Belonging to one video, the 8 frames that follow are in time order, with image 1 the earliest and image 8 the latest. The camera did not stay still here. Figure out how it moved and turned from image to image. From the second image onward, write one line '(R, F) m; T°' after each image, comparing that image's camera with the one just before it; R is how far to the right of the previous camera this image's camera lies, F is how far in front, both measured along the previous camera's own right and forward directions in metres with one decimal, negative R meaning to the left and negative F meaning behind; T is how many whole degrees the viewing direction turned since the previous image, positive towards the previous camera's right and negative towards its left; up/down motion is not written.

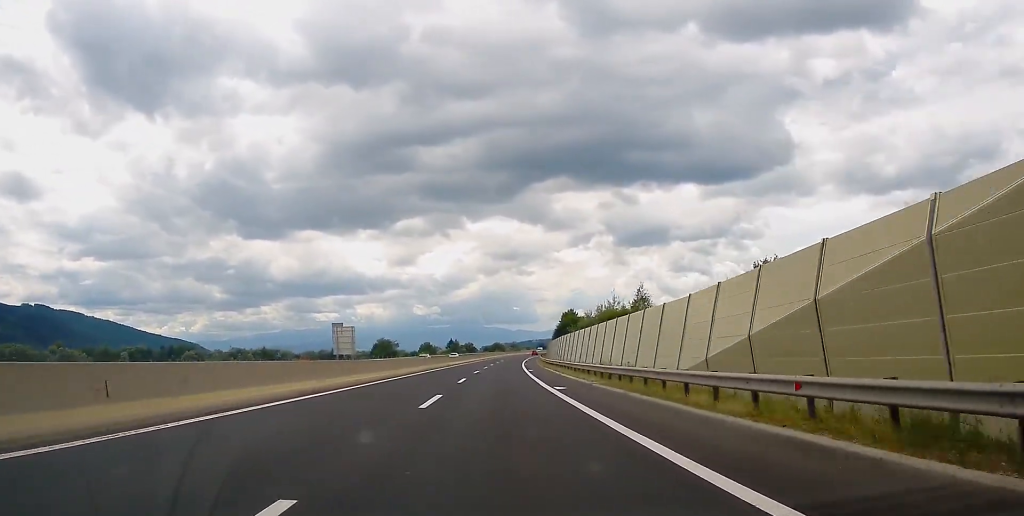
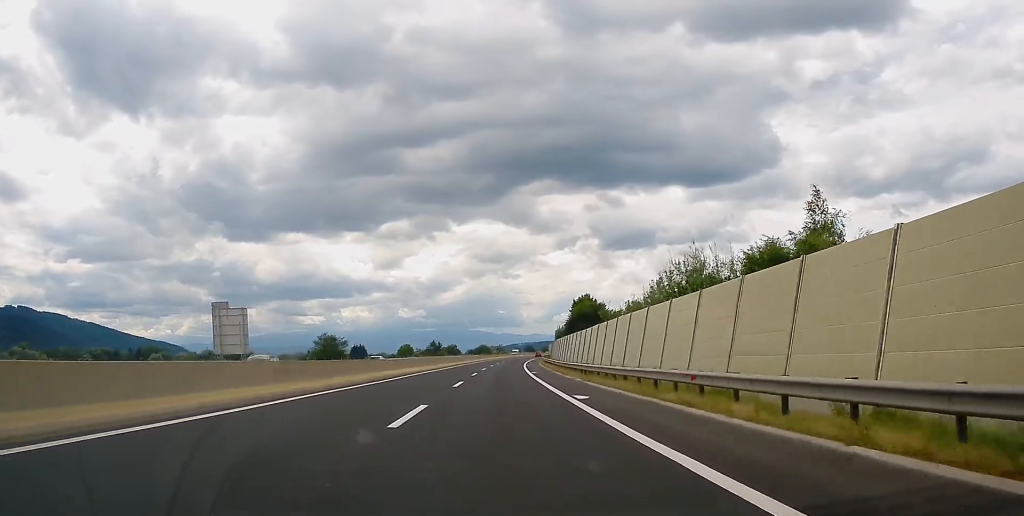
(0.0, +41.6) m; +1°
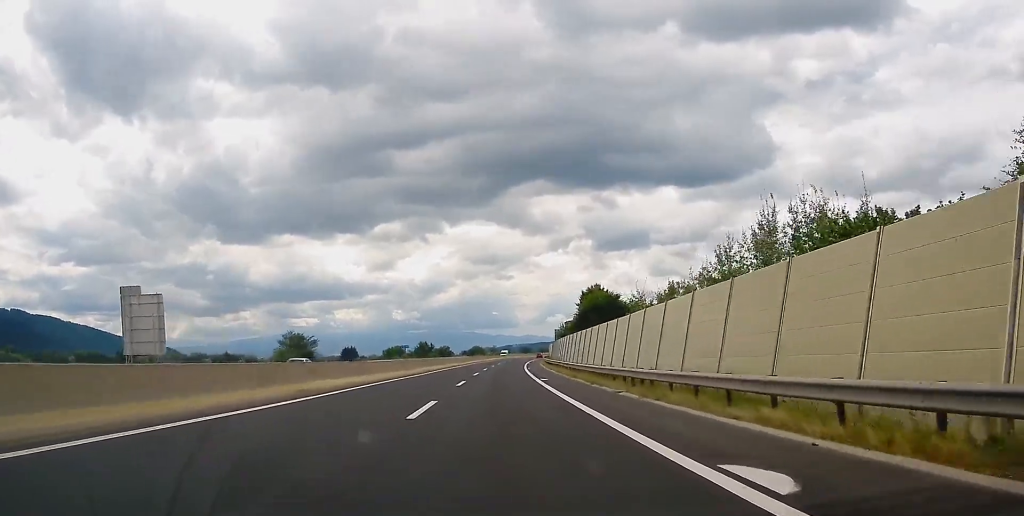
(-0.2, +15.6) m; +1°
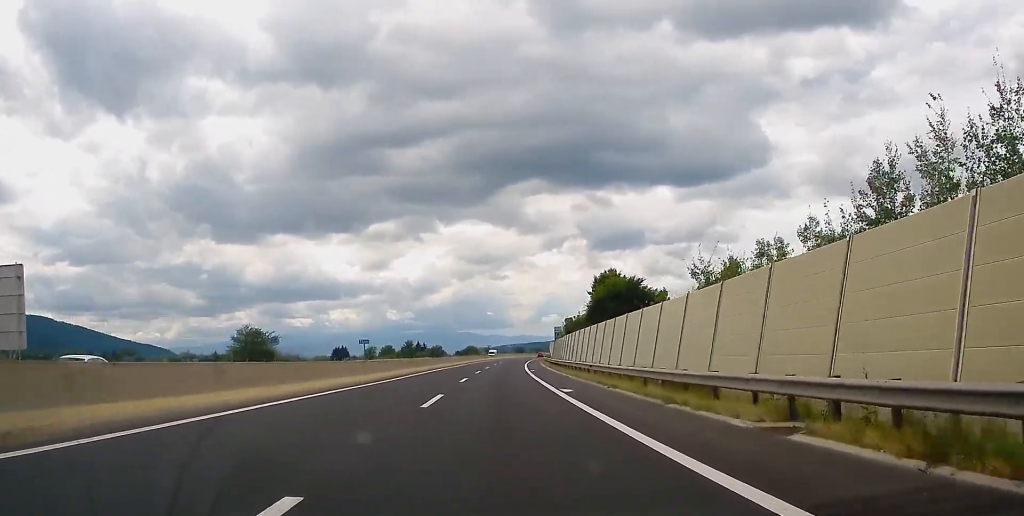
(+0.3, +14.9) m; 0°
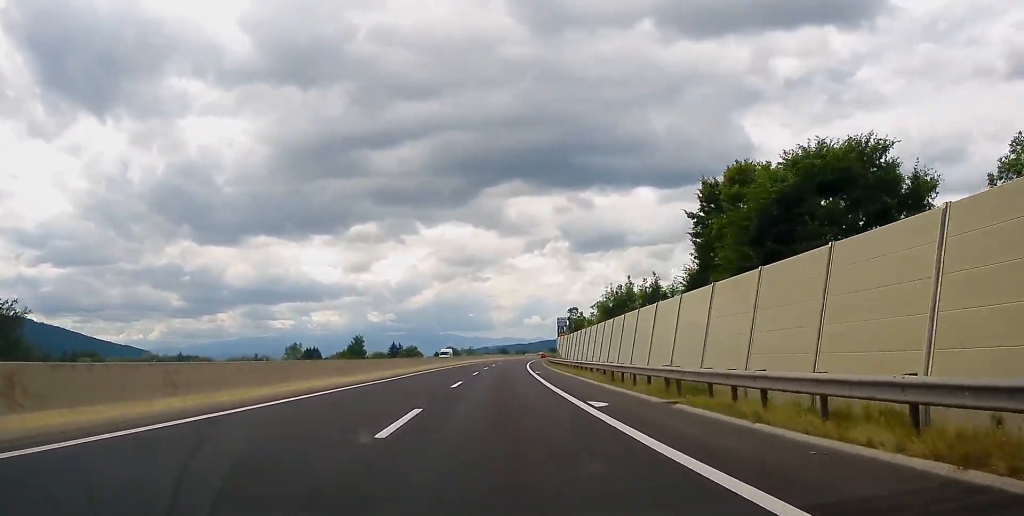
(+0.4, +42.9) m; +1°
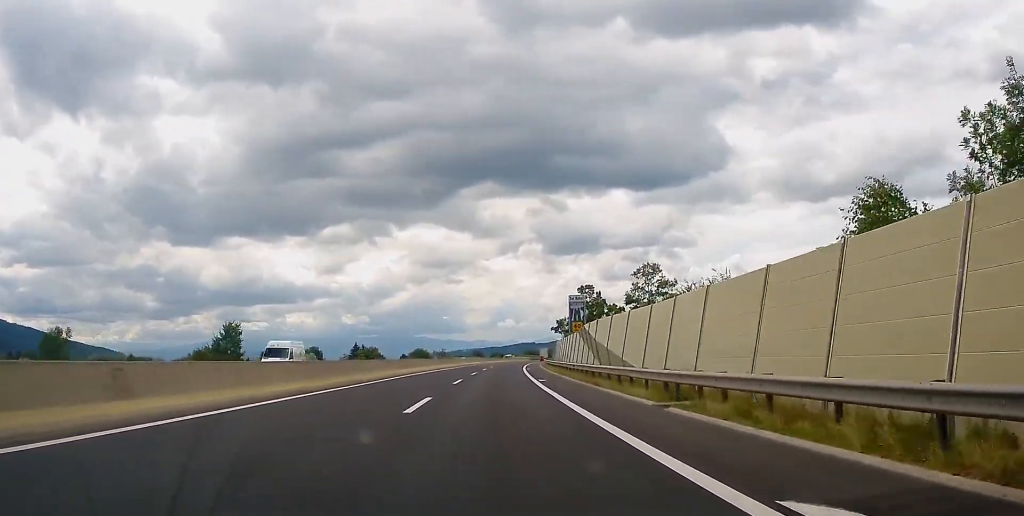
(+0.4, +48.8) m; +2°
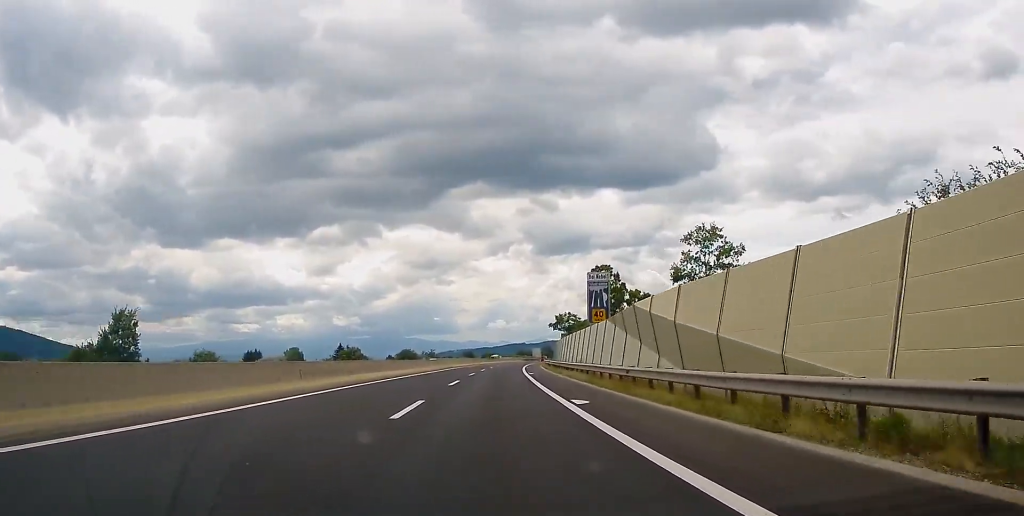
(+0.2, +19.5) m; +1°
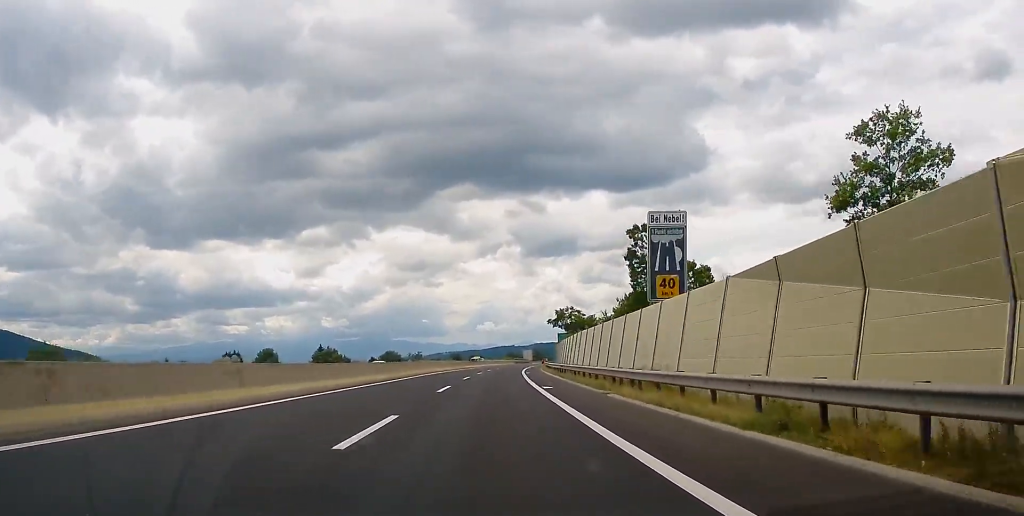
(+0.1, +22.9) m; +1°
